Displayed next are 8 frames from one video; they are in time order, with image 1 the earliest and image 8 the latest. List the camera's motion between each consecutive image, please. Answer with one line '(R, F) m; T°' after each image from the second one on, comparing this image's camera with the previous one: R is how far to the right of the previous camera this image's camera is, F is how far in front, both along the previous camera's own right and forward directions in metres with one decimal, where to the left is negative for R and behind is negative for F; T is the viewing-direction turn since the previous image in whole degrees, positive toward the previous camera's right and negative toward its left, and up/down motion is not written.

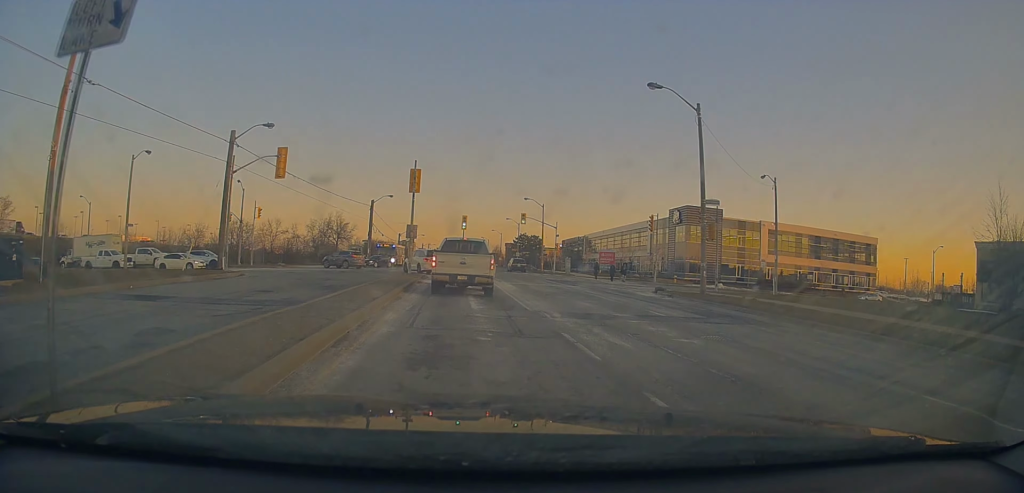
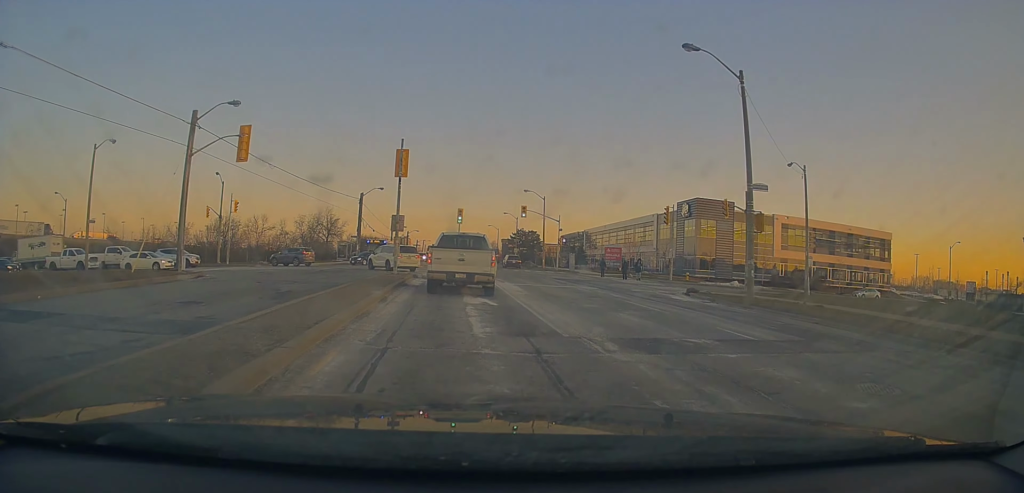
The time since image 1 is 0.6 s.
(0.0, +4.6) m; +1°
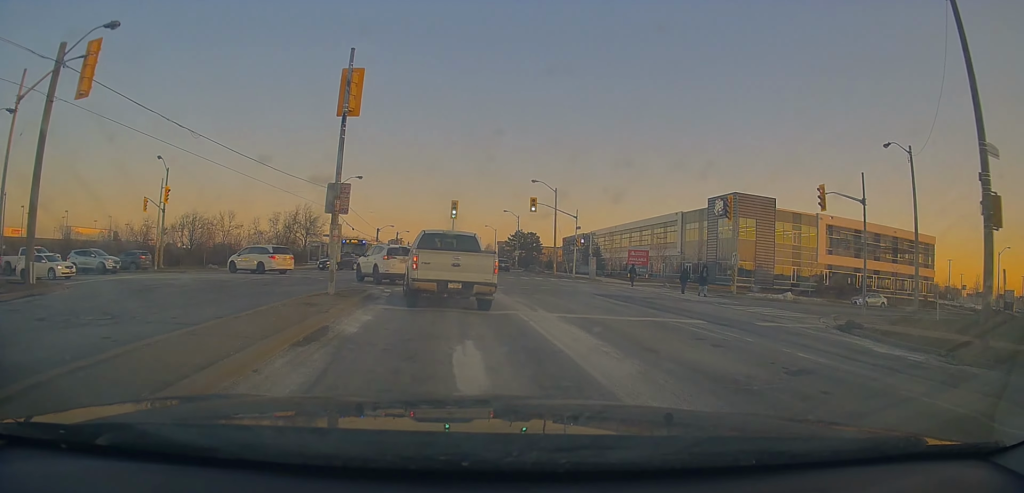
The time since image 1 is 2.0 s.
(-0.1, +12.3) m; -2°
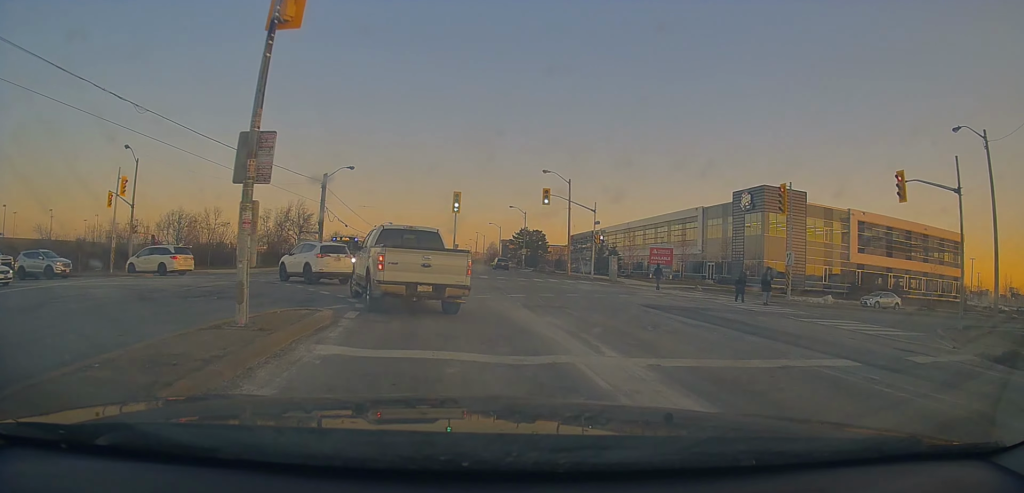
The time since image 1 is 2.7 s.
(-0.3, +6.5) m; 0°
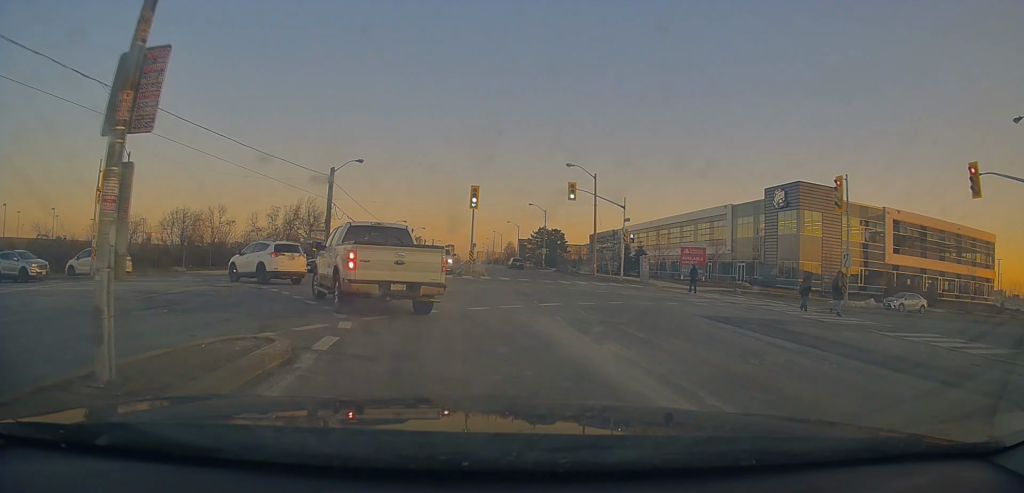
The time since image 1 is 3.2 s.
(+0.2, +4.0) m; 0°
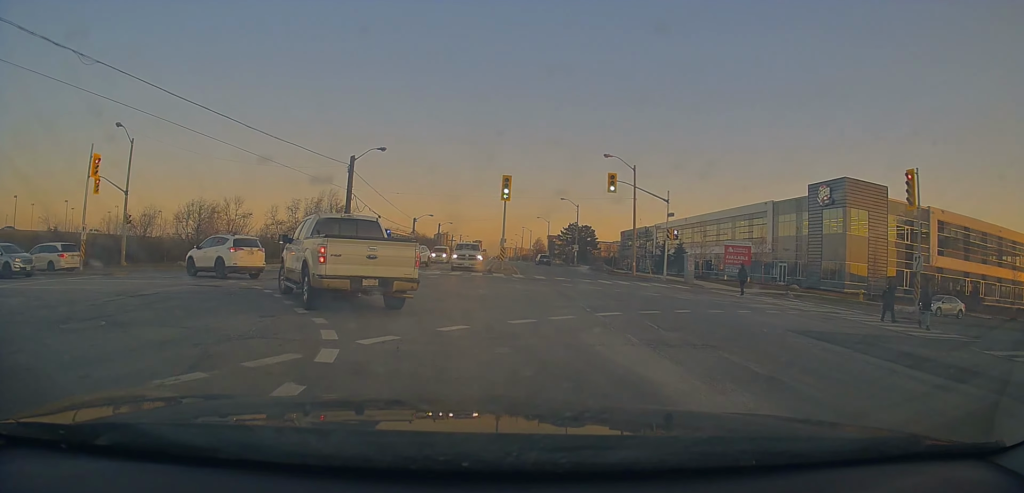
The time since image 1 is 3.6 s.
(+0.2, +3.7) m; 0°
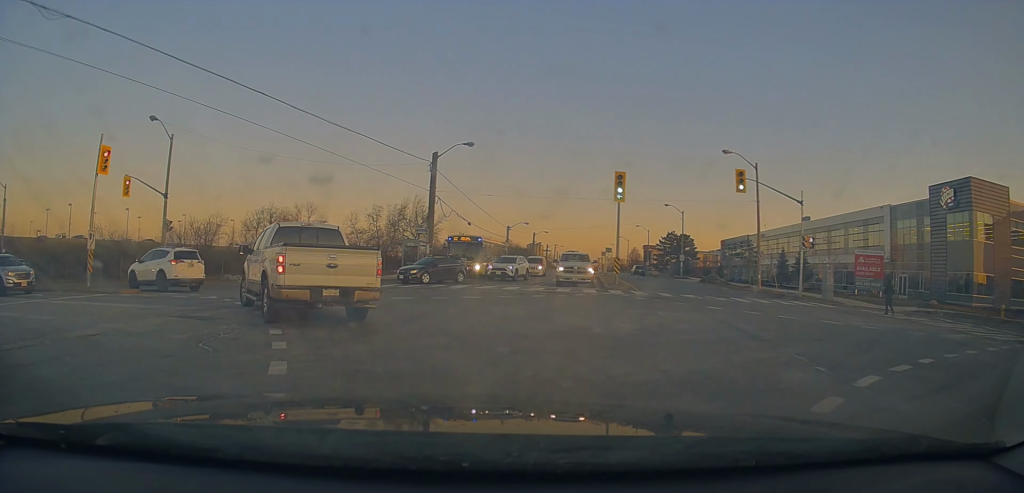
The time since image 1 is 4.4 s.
(-0.3, +6.6) m; -8°
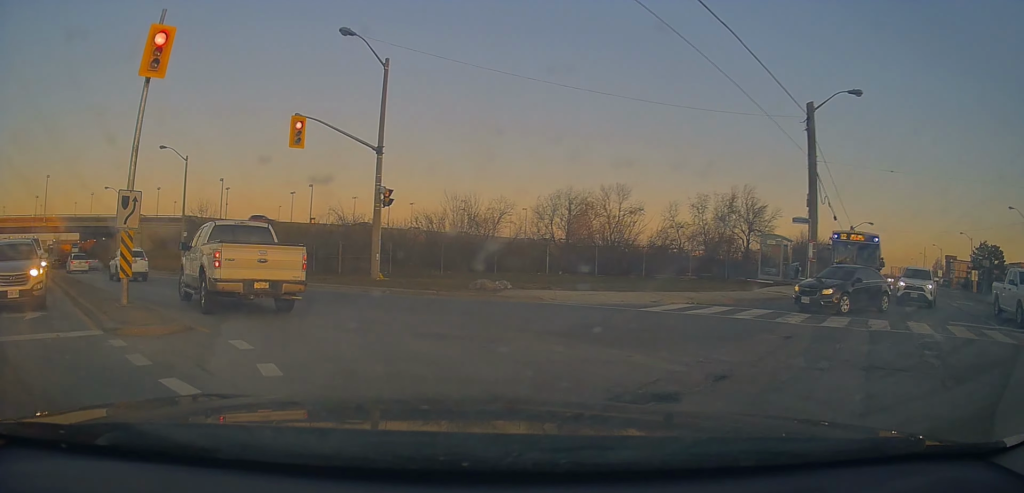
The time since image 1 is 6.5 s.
(-3.7, +14.5) m; -33°
